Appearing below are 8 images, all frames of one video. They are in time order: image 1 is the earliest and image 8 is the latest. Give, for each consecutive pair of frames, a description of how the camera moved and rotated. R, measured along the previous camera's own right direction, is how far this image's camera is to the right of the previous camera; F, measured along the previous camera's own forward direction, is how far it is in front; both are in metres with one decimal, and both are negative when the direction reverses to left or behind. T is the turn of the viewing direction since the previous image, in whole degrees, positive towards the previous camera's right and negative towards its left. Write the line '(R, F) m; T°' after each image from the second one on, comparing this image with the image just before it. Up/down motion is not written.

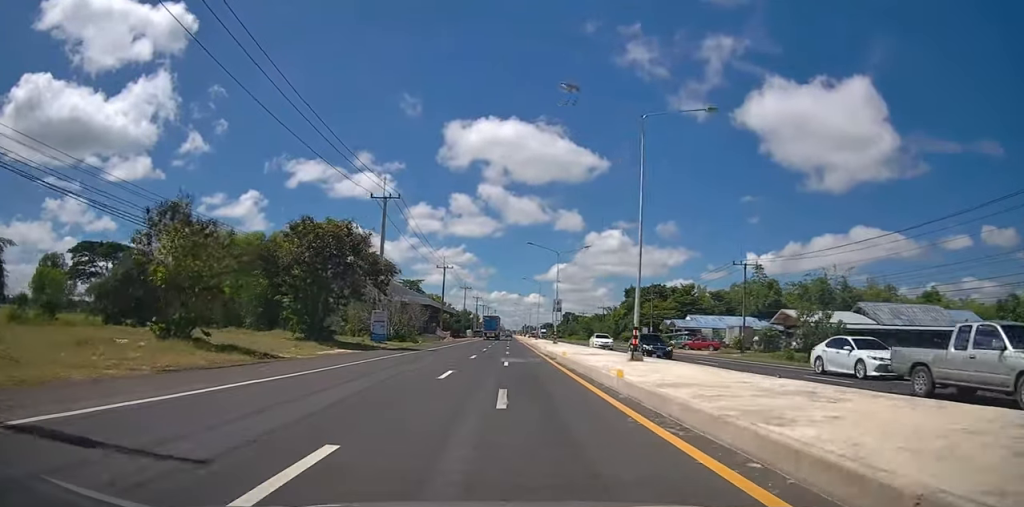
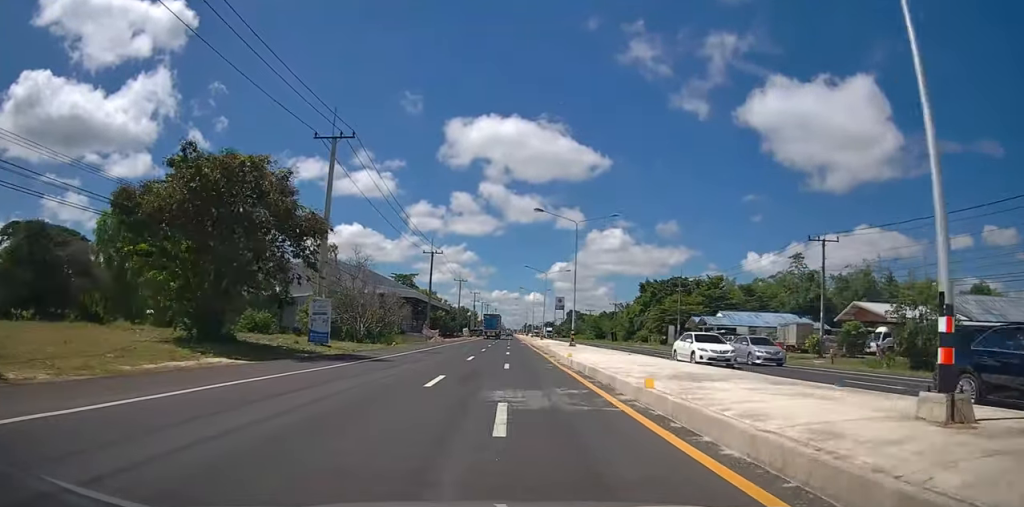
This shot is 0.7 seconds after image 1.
(0.0, +14.3) m; 0°
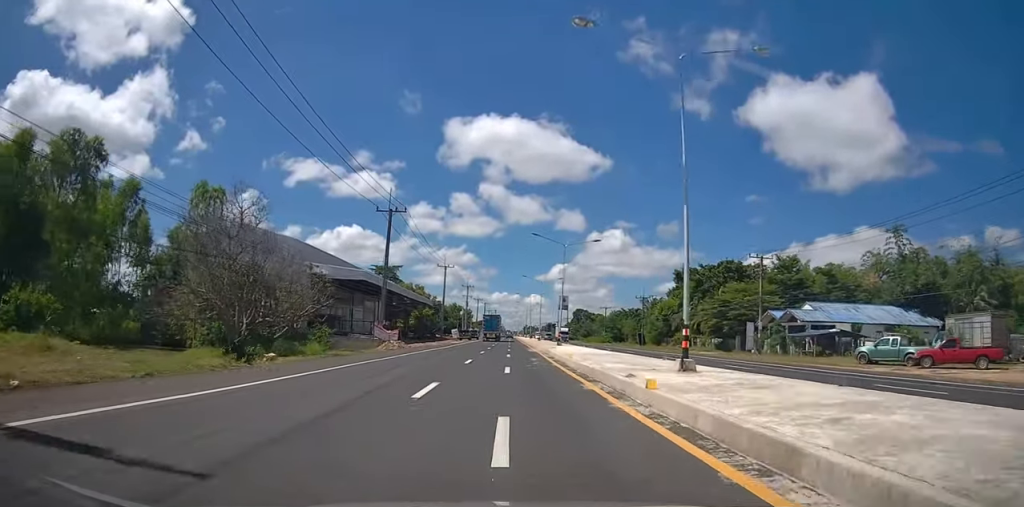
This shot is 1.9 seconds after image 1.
(0.0, +25.4) m; 0°
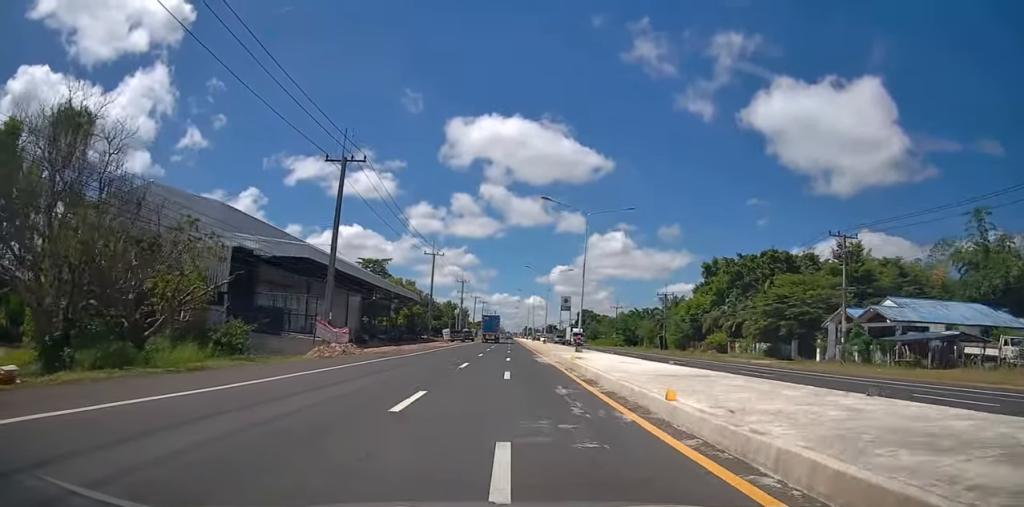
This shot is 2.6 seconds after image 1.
(0.0, +13.8) m; 0°
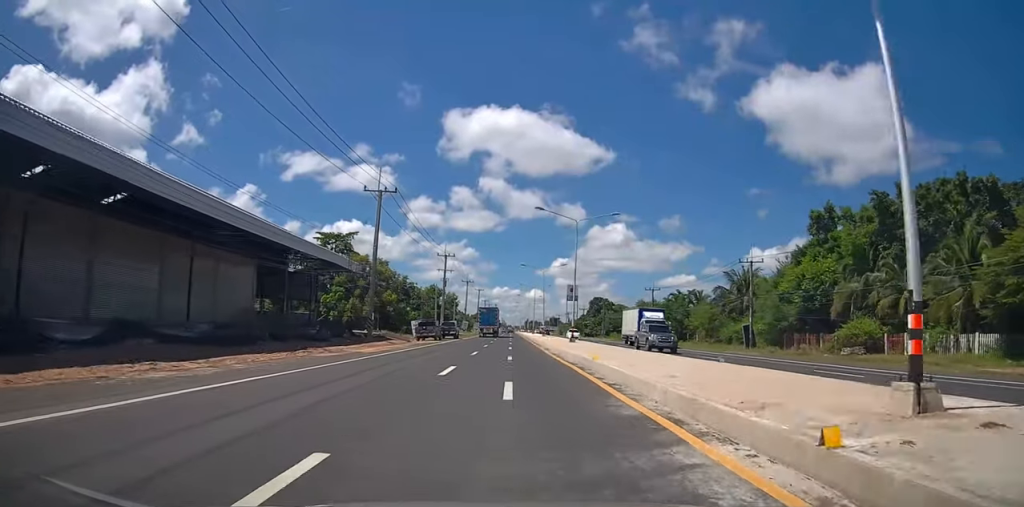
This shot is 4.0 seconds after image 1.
(0.0, +30.2) m; 0°
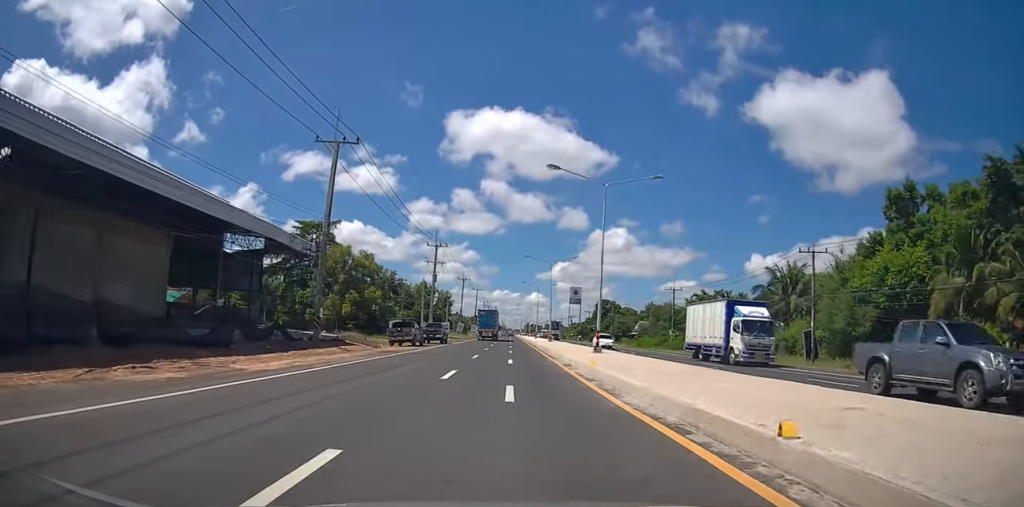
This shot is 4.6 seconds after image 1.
(0.0, +11.6) m; 0°
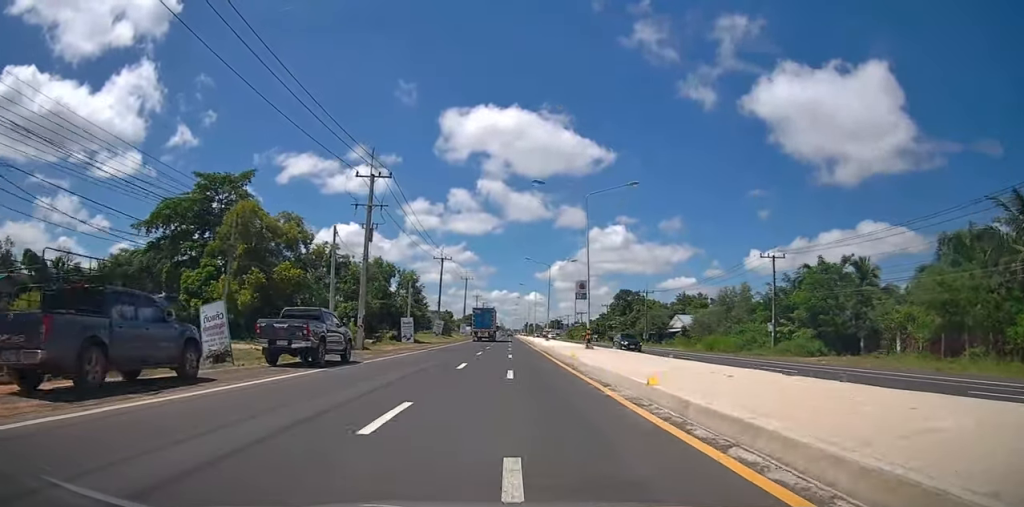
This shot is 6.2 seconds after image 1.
(0.0, +31.6) m; 0°
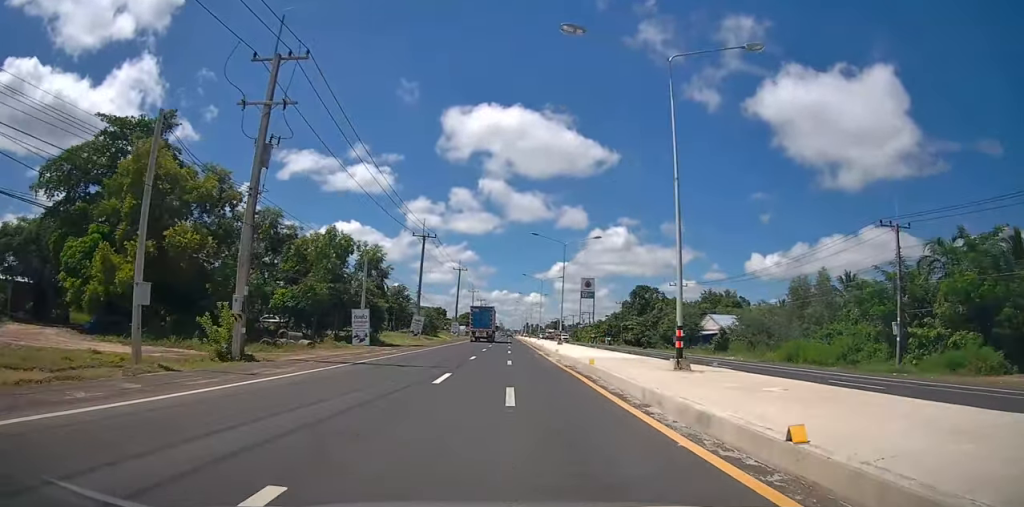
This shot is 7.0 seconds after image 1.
(0.0, +17.2) m; 0°
